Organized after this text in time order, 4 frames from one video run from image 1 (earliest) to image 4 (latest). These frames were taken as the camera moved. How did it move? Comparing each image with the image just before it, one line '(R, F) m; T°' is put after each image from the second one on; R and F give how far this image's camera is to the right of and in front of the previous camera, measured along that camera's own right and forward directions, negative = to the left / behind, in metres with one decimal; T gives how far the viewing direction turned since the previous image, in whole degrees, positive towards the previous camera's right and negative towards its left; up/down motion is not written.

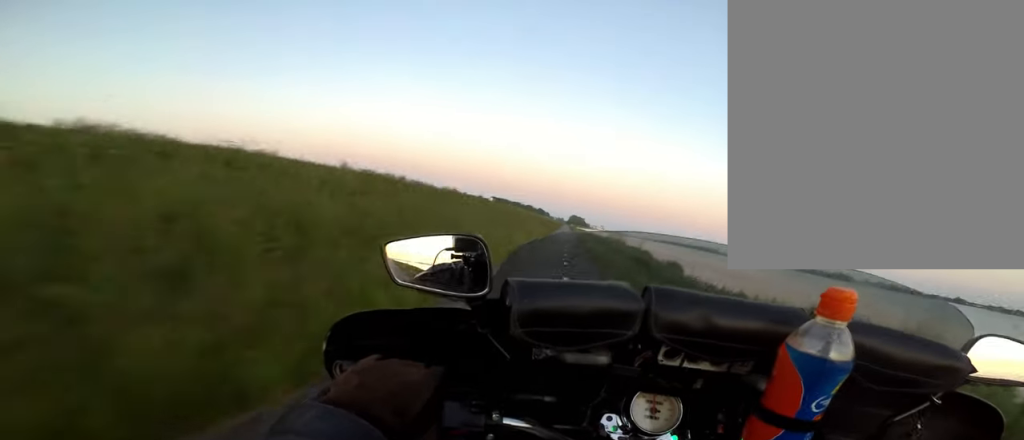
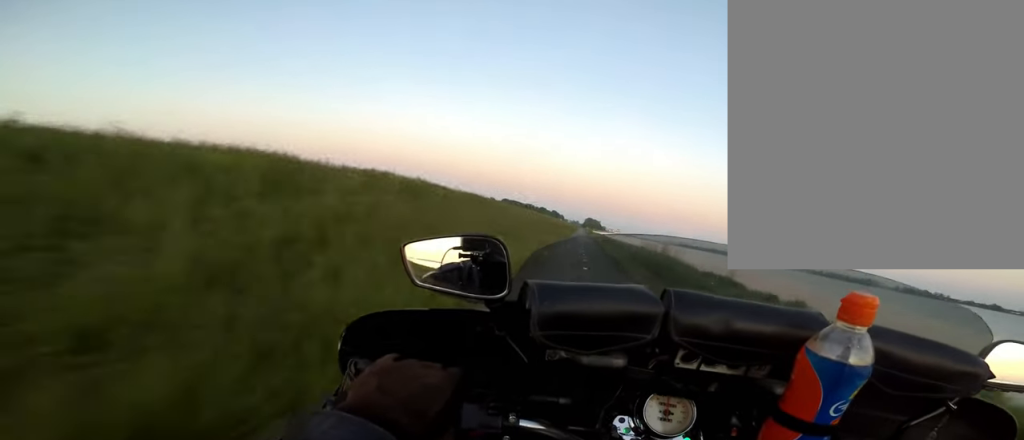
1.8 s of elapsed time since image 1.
(-0.7, +25.5) m; -3°
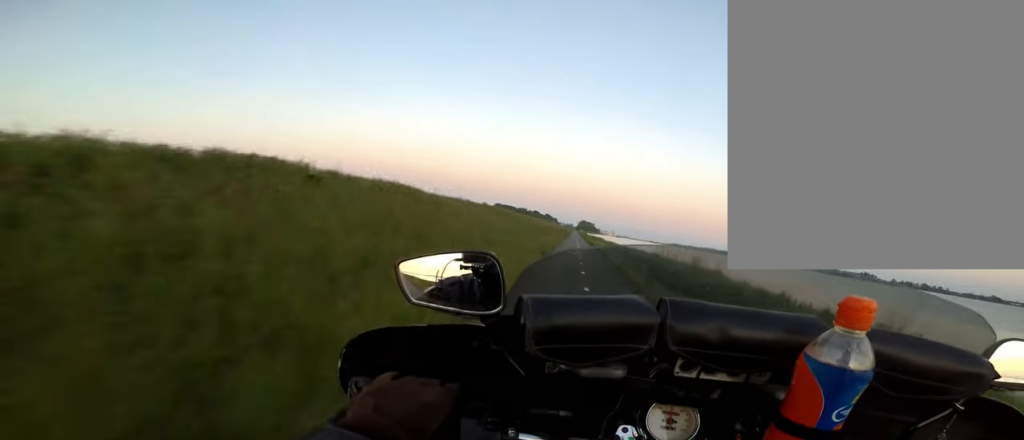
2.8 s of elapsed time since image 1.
(-0.1, +14.9) m; +1°
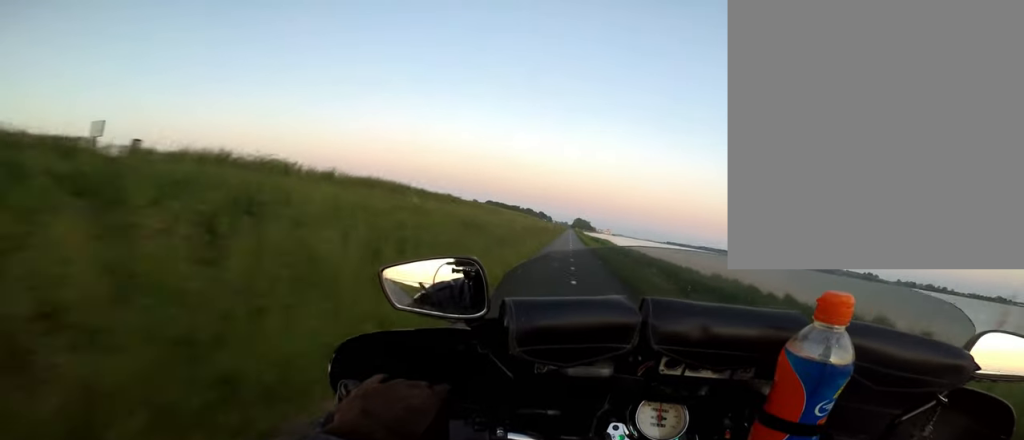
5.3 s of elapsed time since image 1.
(+0.5, +38.9) m; 0°
